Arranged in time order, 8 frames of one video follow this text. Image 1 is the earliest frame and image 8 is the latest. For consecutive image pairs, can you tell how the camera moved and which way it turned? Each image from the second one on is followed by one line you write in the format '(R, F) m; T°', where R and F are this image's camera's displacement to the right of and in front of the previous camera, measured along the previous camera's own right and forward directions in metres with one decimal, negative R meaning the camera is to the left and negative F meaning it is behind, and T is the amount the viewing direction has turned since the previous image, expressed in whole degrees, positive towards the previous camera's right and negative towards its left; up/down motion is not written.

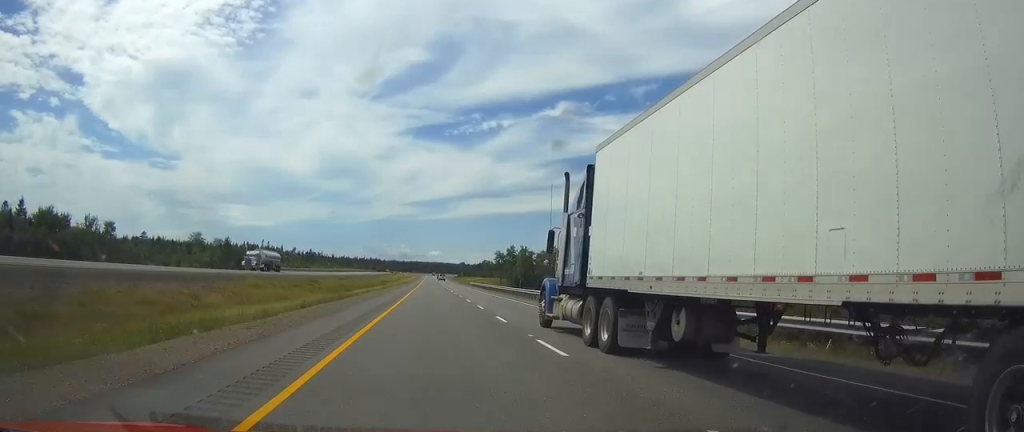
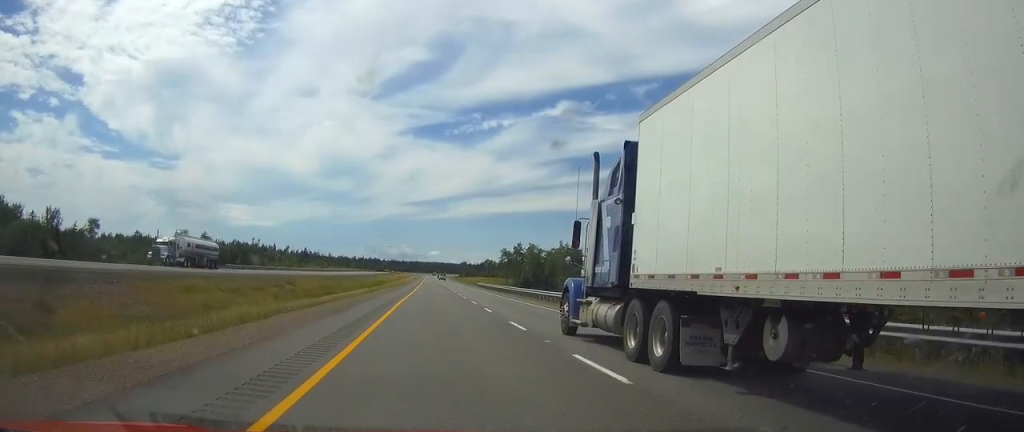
(0.0, +21.1) m; 0°
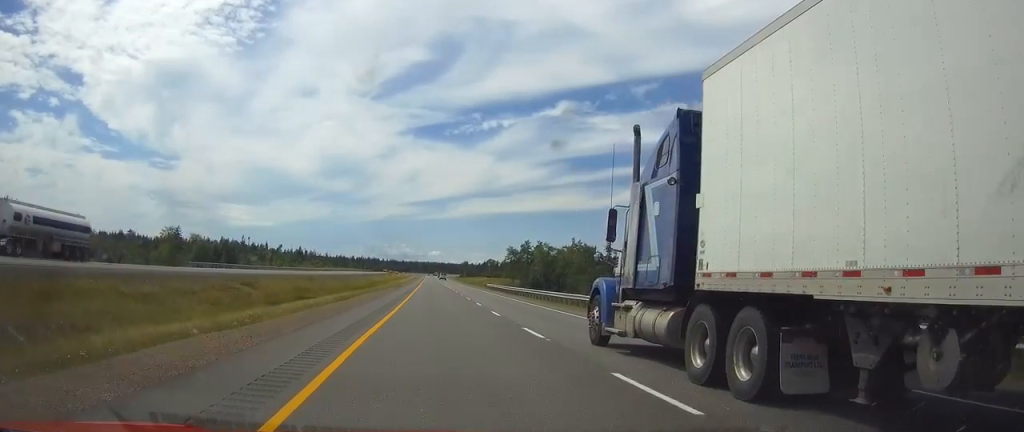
(0.0, +20.0) m; 0°
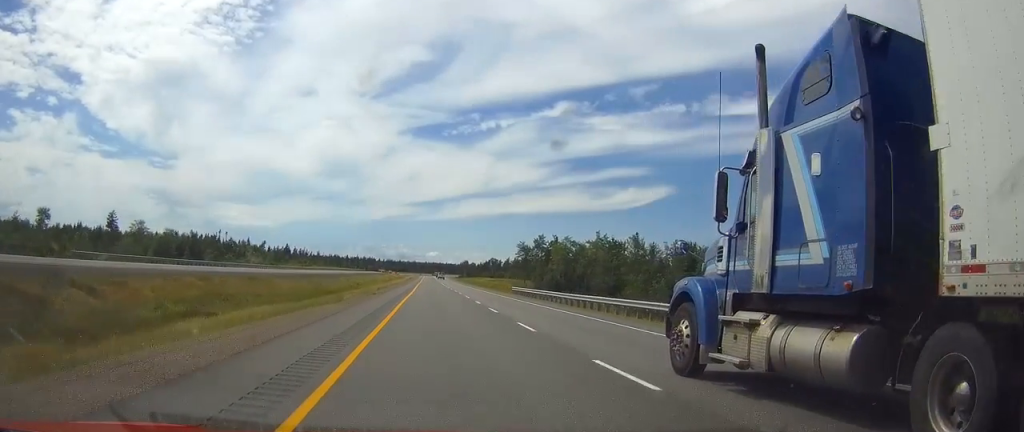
(-0.1, +34.5) m; 0°
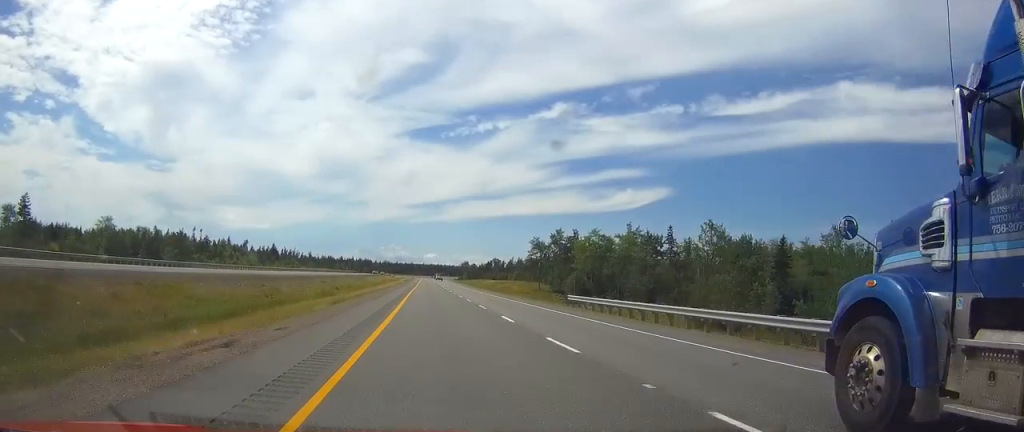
(+0.2, +31.2) m; 0°
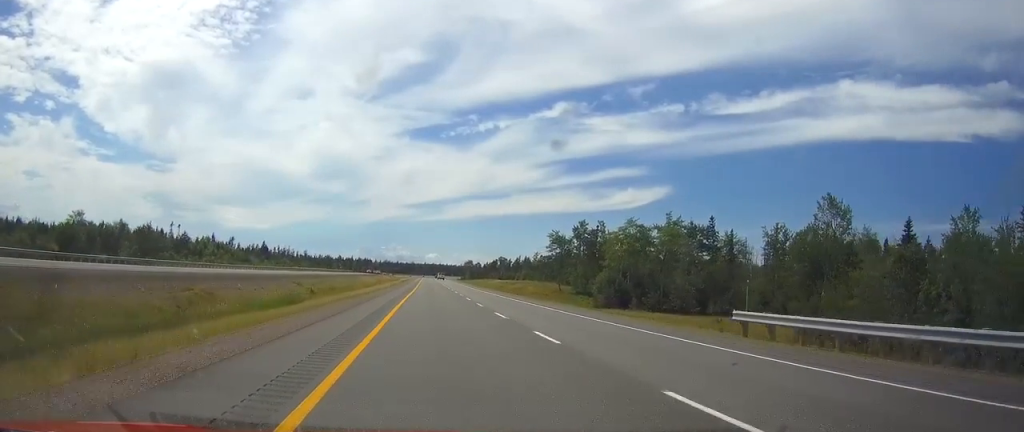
(0.0, +25.6) m; 0°
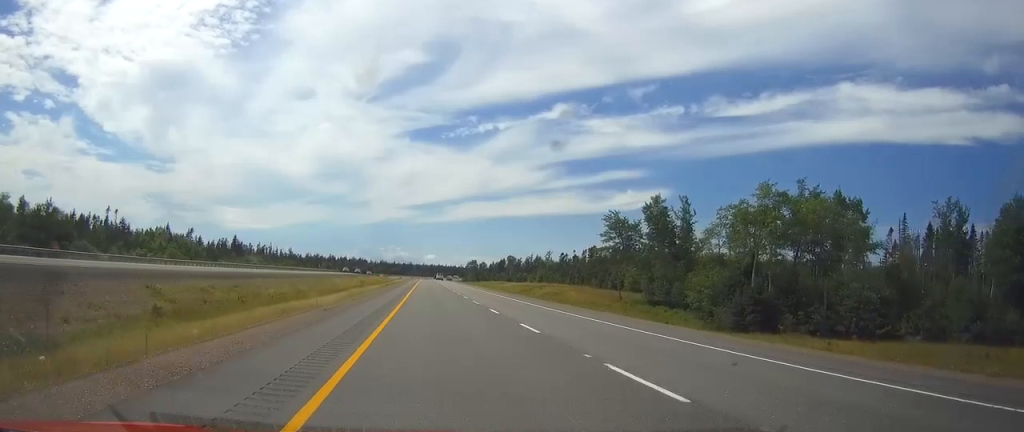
(+0.1, +51.1) m; 0°
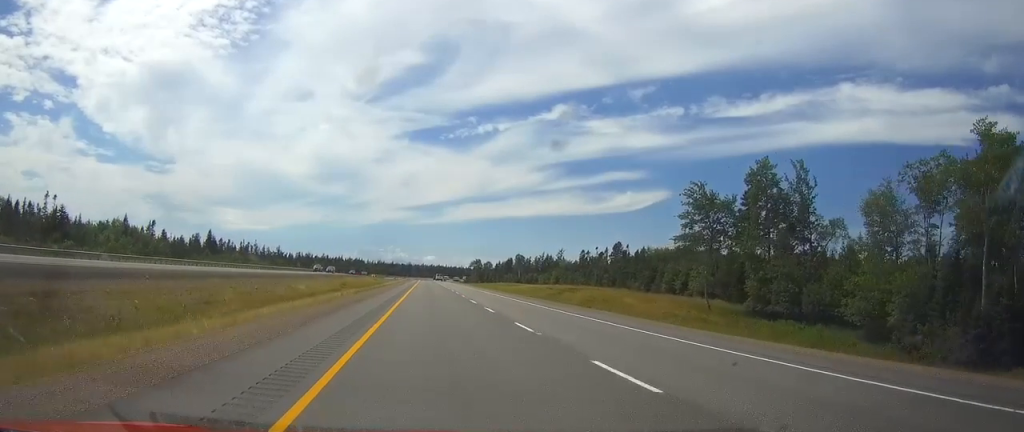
(0.0, +35.4) m; 0°
